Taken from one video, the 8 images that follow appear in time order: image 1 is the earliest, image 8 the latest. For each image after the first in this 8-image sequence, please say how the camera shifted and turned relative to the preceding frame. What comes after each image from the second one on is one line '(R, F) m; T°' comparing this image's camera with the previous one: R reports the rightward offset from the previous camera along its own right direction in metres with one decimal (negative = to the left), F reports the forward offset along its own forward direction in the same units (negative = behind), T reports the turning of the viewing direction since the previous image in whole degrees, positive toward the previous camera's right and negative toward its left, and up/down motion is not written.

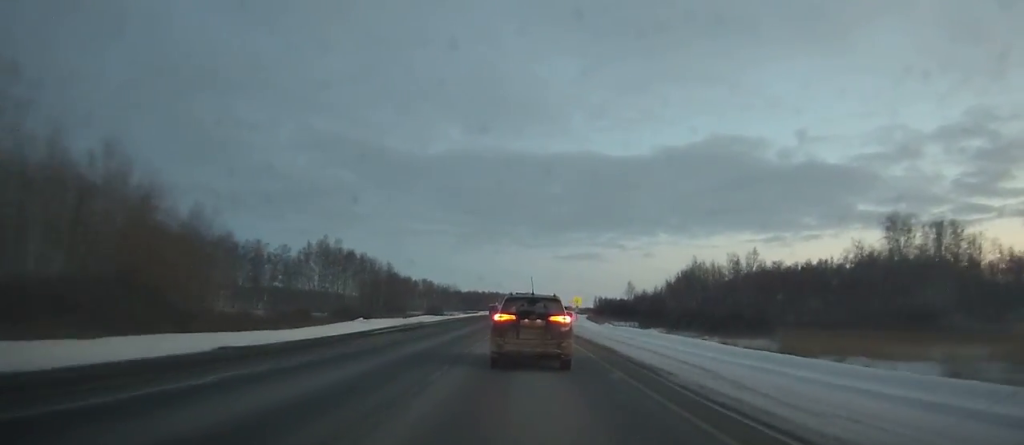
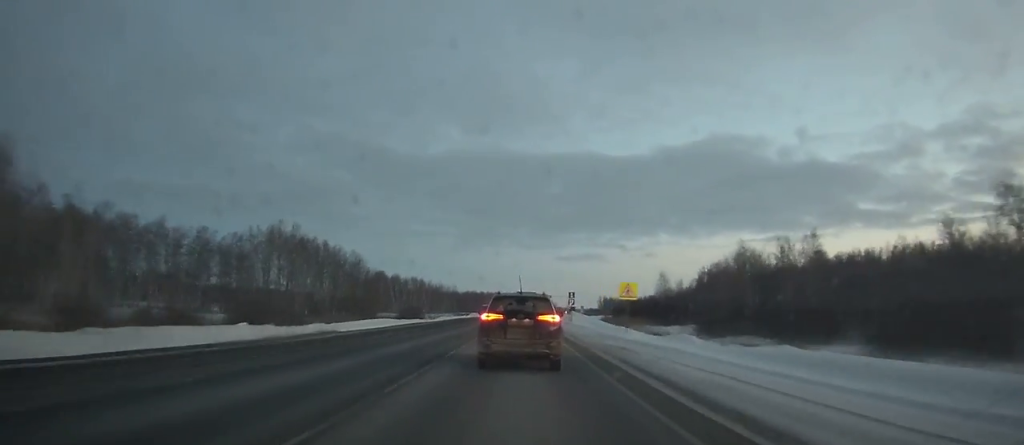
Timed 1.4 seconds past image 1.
(0.0, +31.3) m; 0°
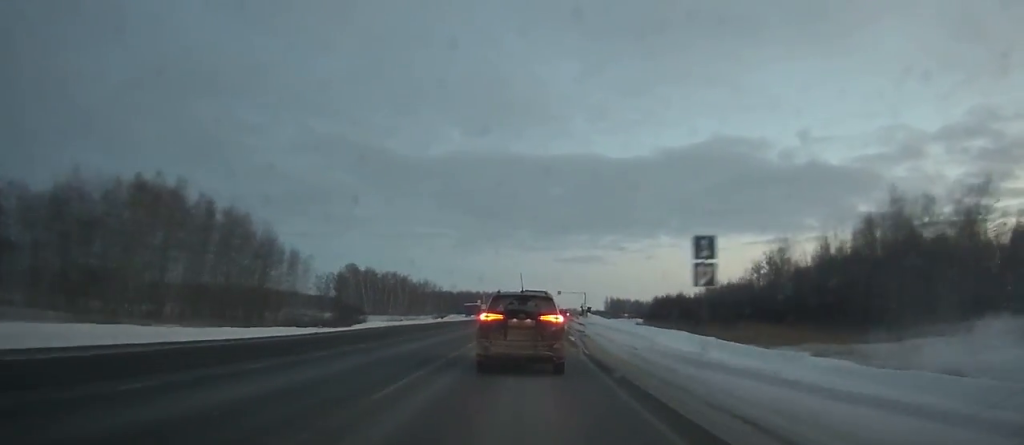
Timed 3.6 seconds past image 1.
(+0.1, +48.1) m; 0°
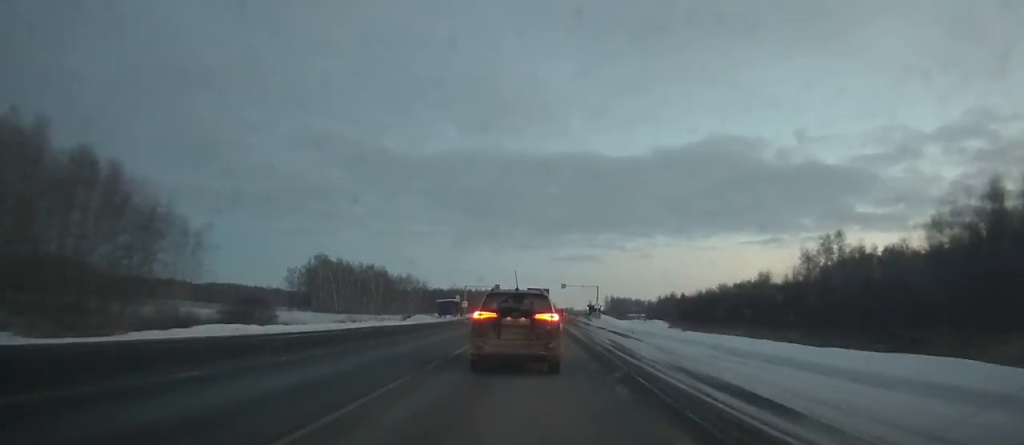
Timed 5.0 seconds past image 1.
(+0.1, +29.6) m; +1°
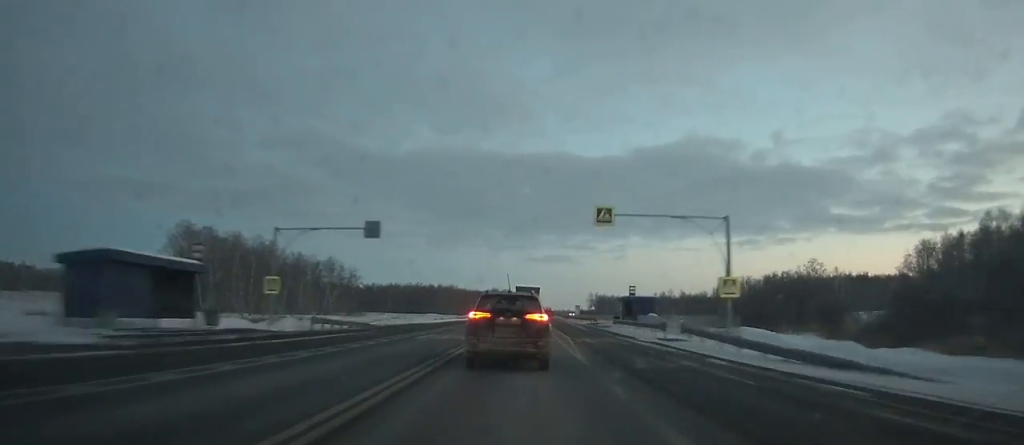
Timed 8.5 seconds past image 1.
(+1.0, +71.8) m; +2°
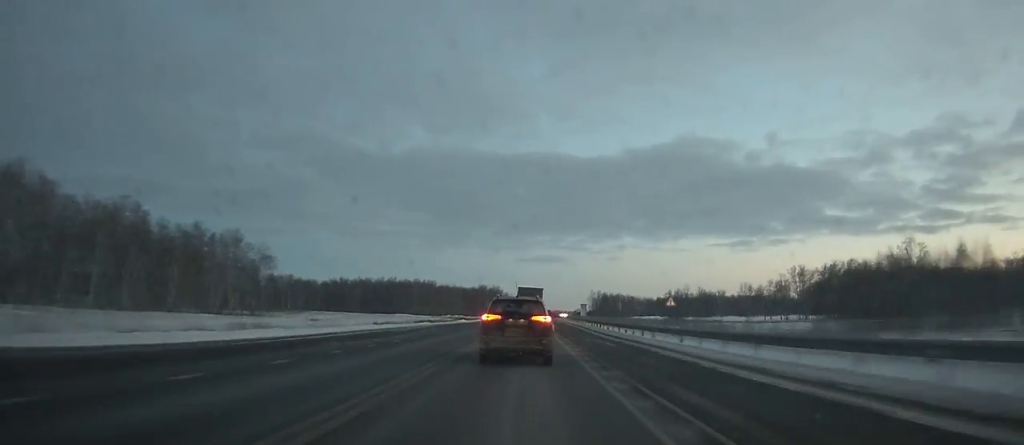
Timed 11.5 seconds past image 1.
(+0.7, +58.9) m; +1°
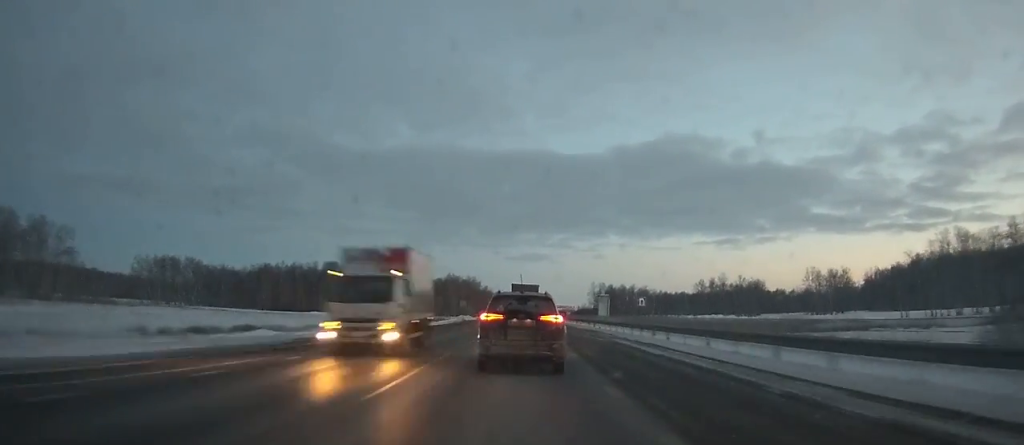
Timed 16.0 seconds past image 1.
(+0.6, +85.2) m; +1°
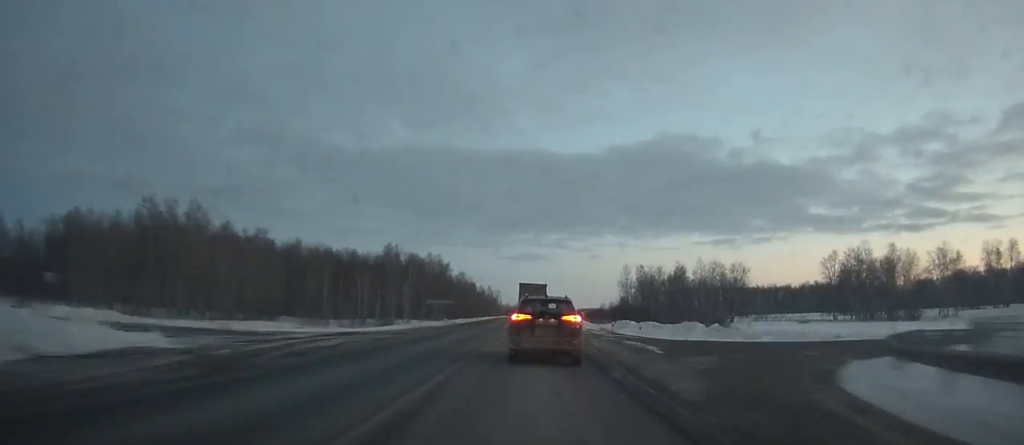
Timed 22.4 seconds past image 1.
(+0.4, +116.8) m; +1°
